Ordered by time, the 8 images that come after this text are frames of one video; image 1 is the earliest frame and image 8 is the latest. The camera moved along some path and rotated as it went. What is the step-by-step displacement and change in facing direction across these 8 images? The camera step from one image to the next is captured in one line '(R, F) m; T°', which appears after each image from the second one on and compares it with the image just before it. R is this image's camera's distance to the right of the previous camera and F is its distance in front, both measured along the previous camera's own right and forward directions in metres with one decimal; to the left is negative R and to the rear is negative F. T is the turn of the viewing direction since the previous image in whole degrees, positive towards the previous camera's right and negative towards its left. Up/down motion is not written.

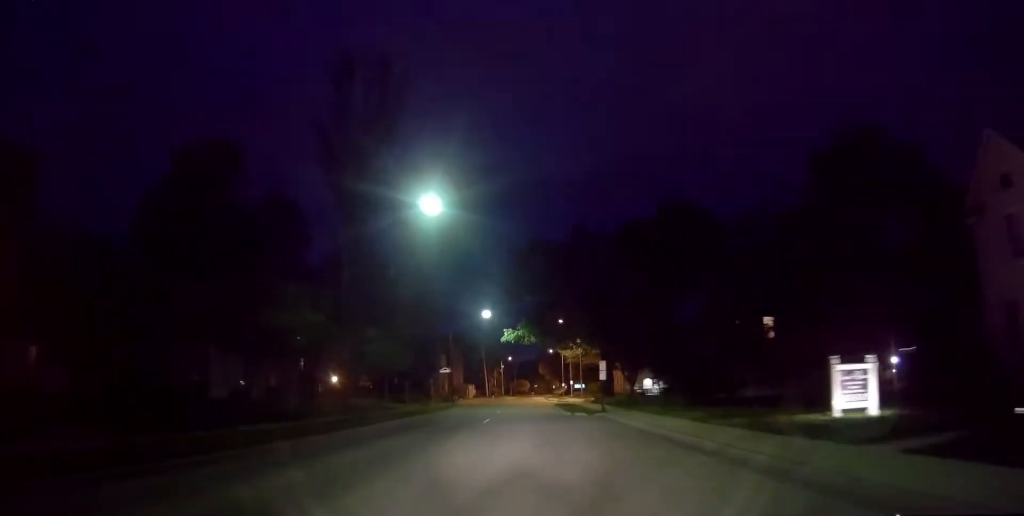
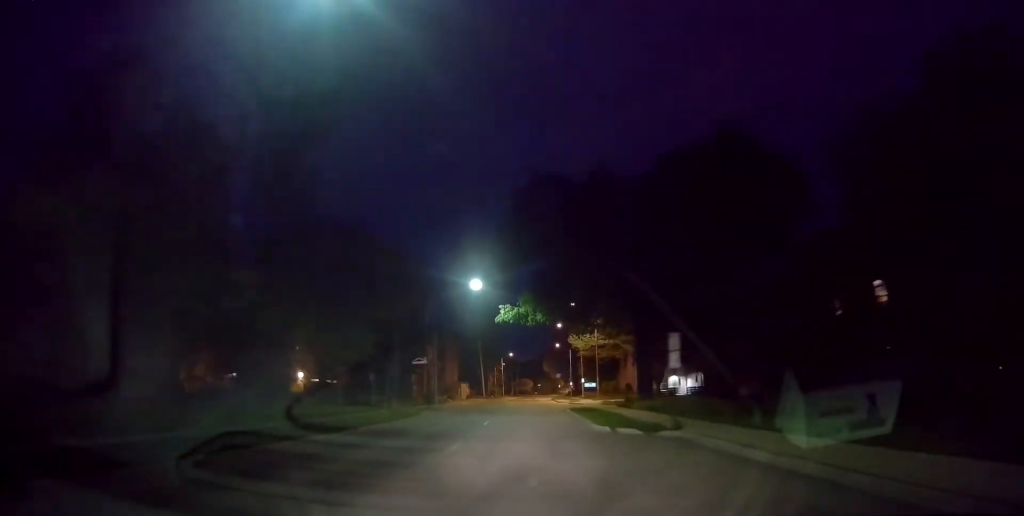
(0.0, +13.9) m; 0°
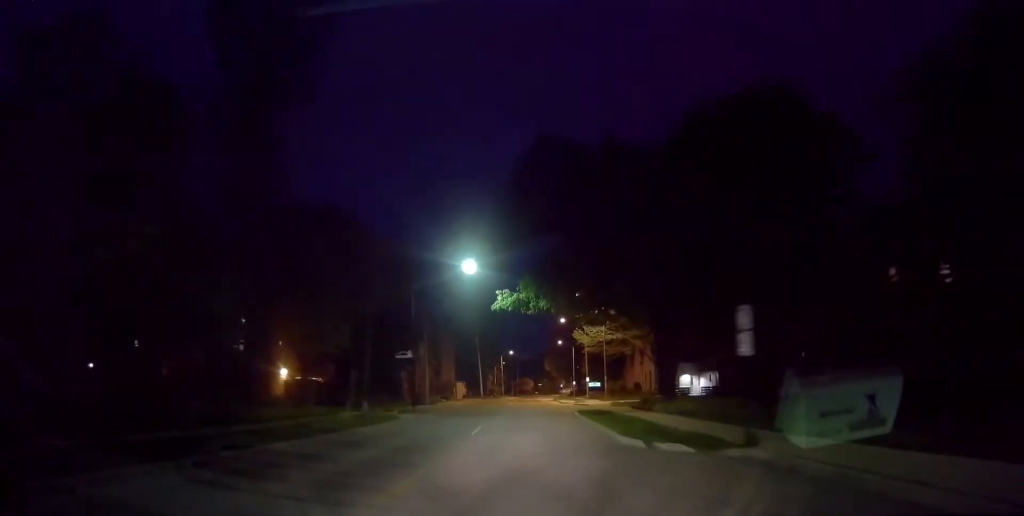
(0.0, +5.6) m; 0°
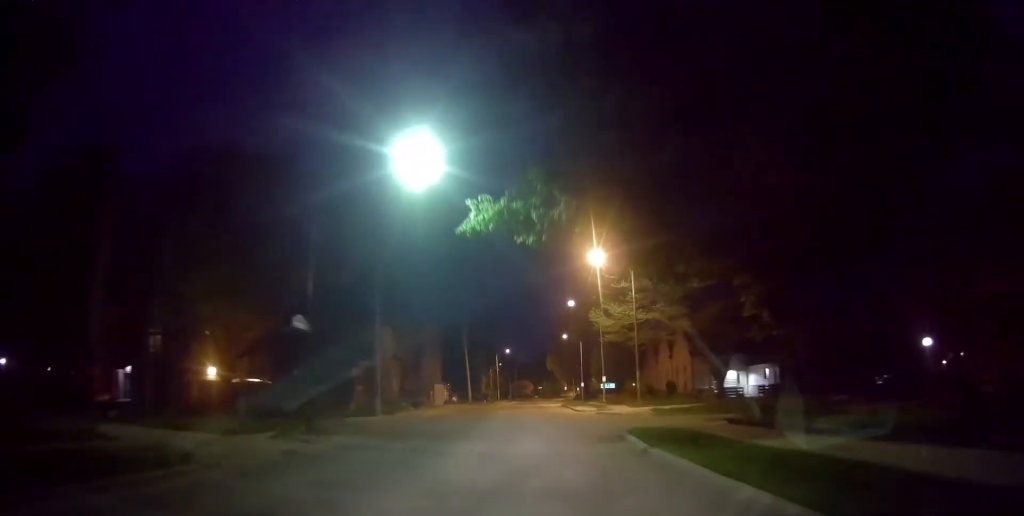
(0.0, +15.7) m; 0°
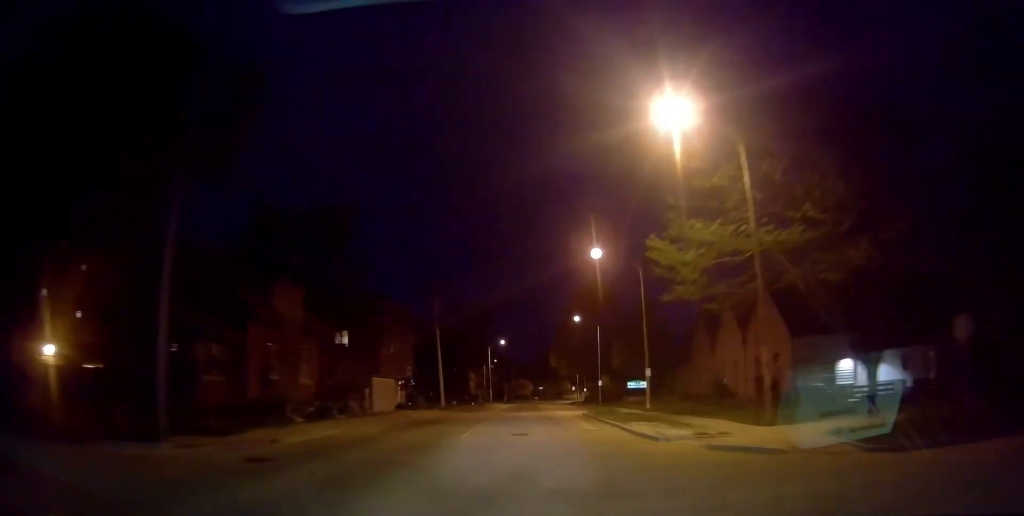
(-0.3, +21.3) m; -2°
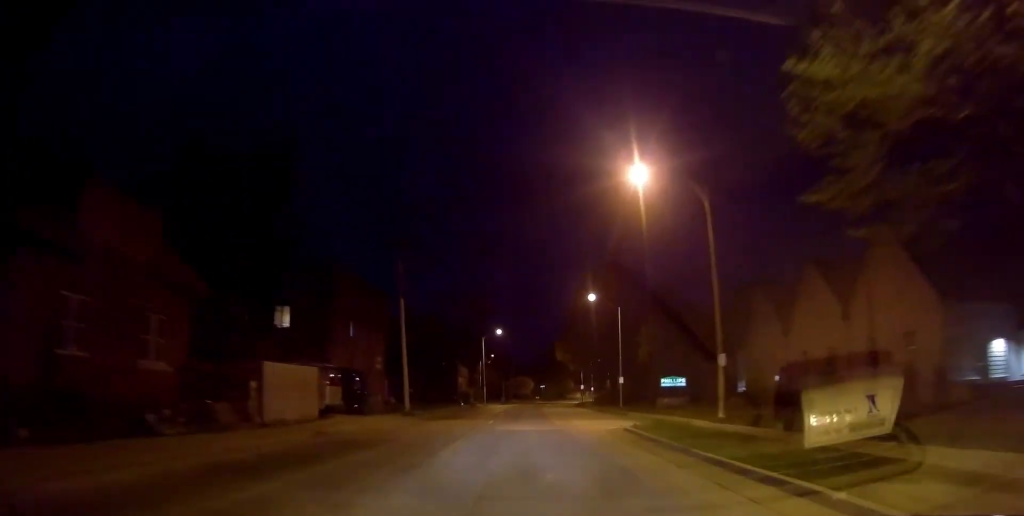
(-0.3, +14.1) m; +1°
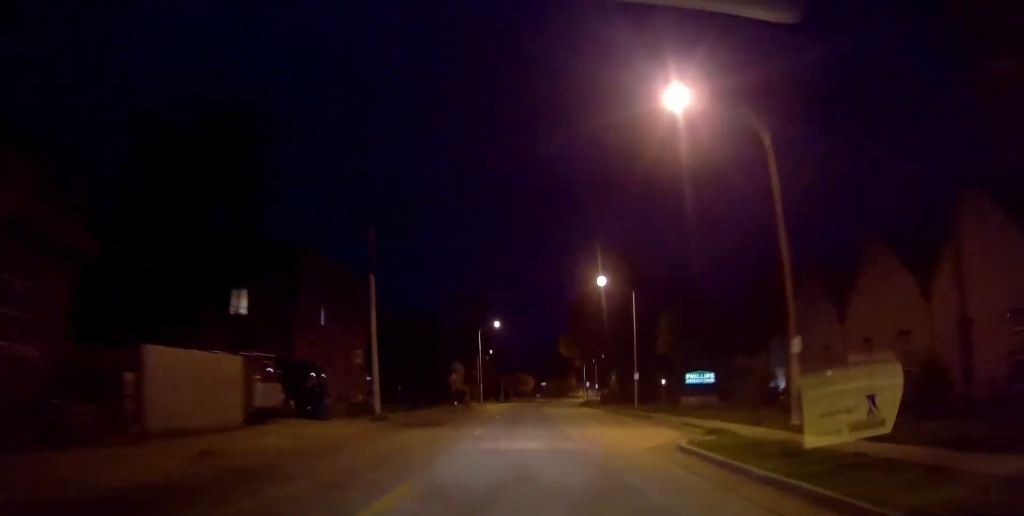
(+0.2, +6.2) m; +1°
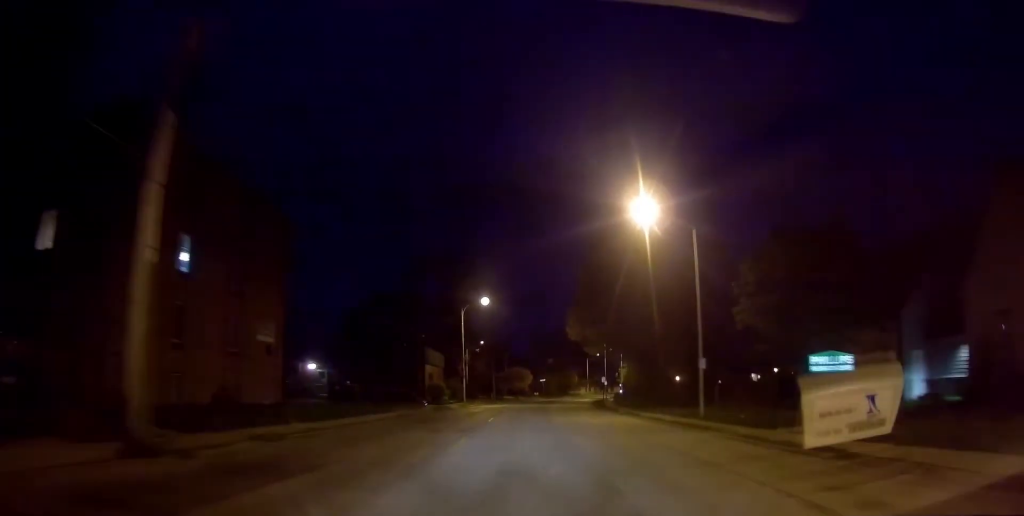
(+0.2, +16.7) m; -1°
